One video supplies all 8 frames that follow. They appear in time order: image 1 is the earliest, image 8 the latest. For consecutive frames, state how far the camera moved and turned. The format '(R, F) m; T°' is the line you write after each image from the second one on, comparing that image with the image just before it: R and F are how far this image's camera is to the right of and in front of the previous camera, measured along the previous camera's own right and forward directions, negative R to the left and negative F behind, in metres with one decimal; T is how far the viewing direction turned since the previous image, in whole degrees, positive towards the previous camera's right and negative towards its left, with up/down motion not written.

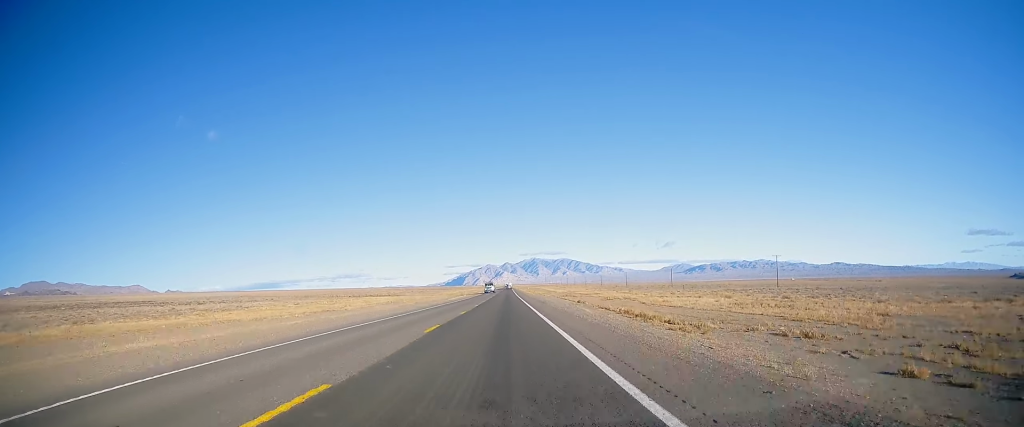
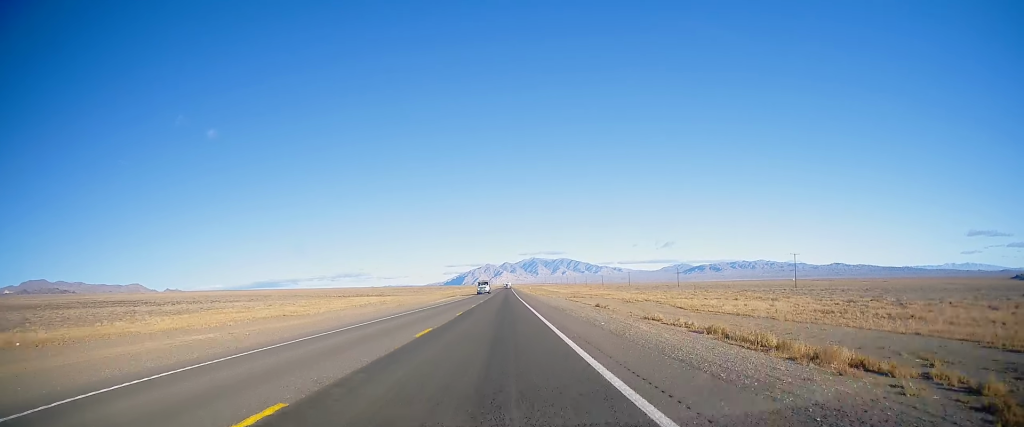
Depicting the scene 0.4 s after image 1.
(-0.3, +13.5) m; -1°
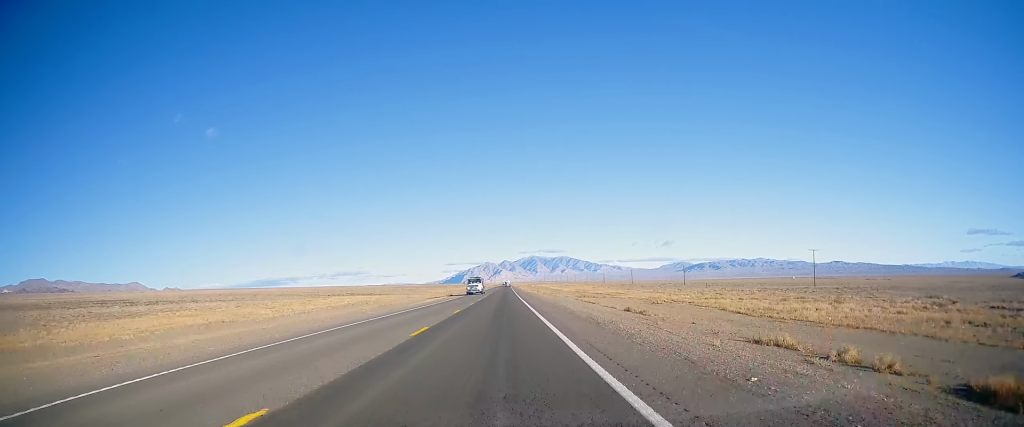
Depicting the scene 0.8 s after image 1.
(0.0, +12.3) m; 0°
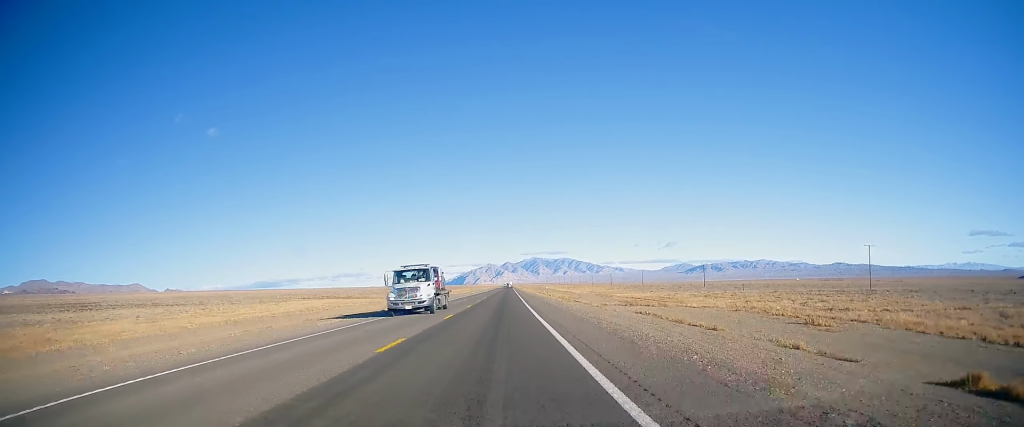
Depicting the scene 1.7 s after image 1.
(+0.2, +27.6) m; +1°
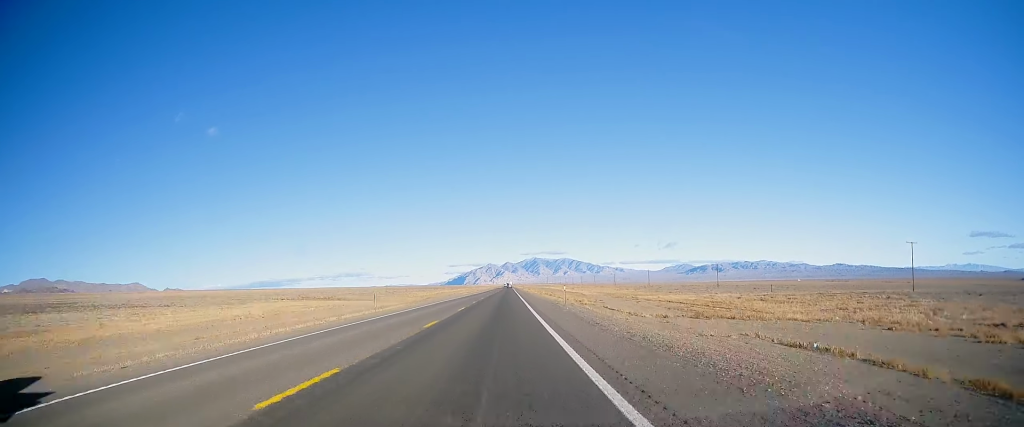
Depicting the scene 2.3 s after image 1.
(+0.1, +17.5) m; 0°
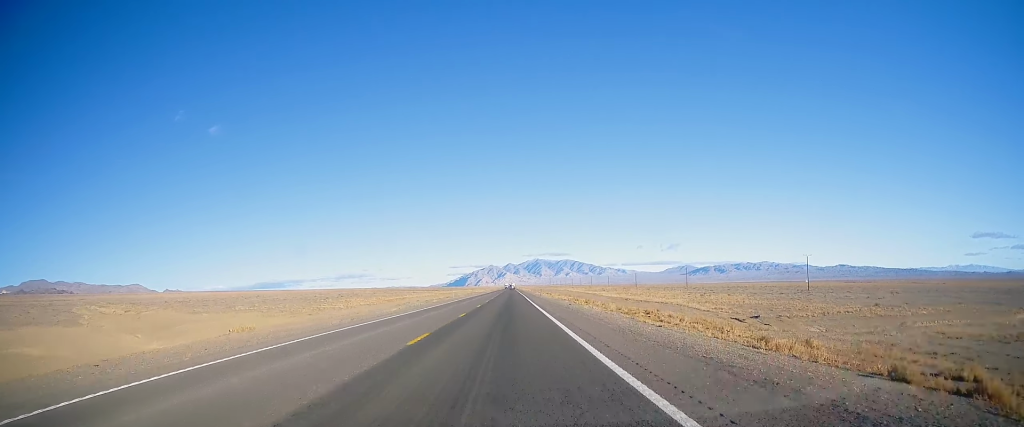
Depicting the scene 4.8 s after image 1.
(-0.8, +78.3) m; 0°
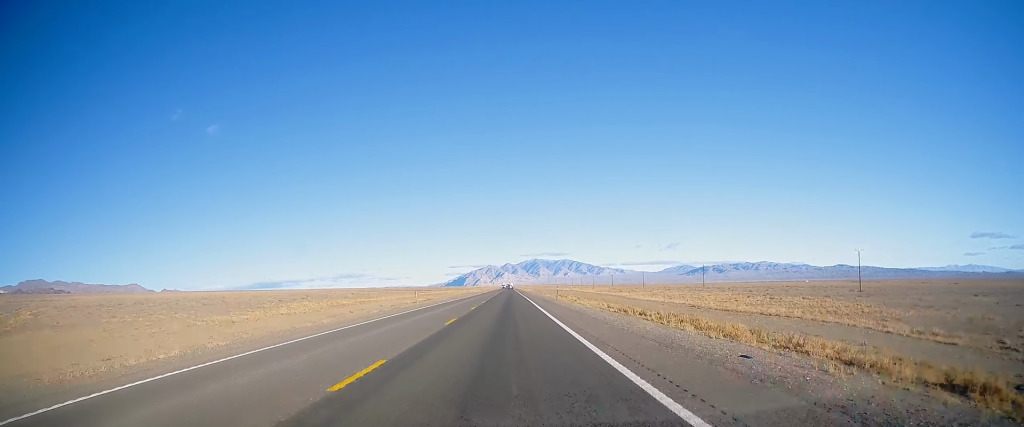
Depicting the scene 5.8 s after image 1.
(+0.5, +29.9) m; 0°
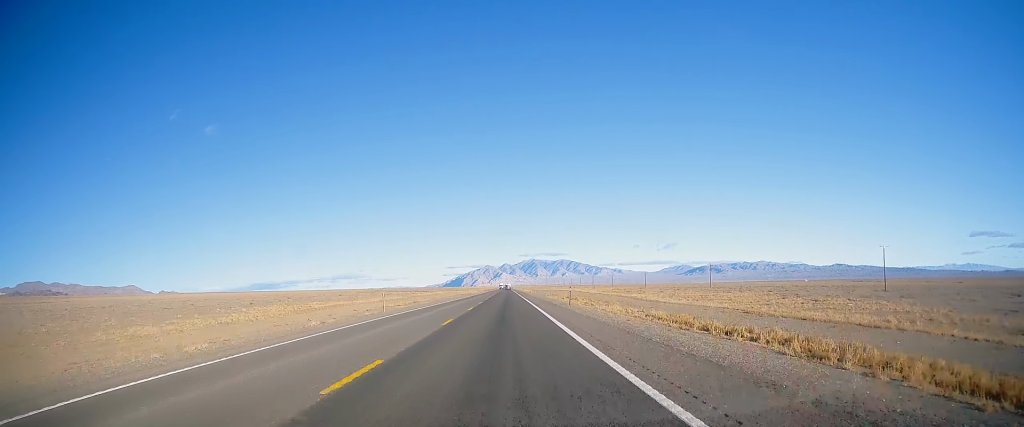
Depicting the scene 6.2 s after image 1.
(-0.4, +12.4) m; 0°
